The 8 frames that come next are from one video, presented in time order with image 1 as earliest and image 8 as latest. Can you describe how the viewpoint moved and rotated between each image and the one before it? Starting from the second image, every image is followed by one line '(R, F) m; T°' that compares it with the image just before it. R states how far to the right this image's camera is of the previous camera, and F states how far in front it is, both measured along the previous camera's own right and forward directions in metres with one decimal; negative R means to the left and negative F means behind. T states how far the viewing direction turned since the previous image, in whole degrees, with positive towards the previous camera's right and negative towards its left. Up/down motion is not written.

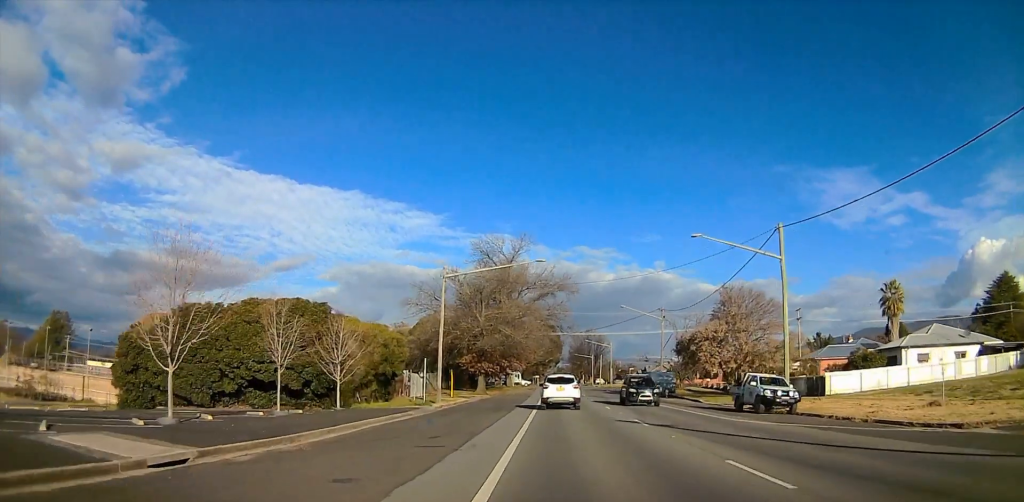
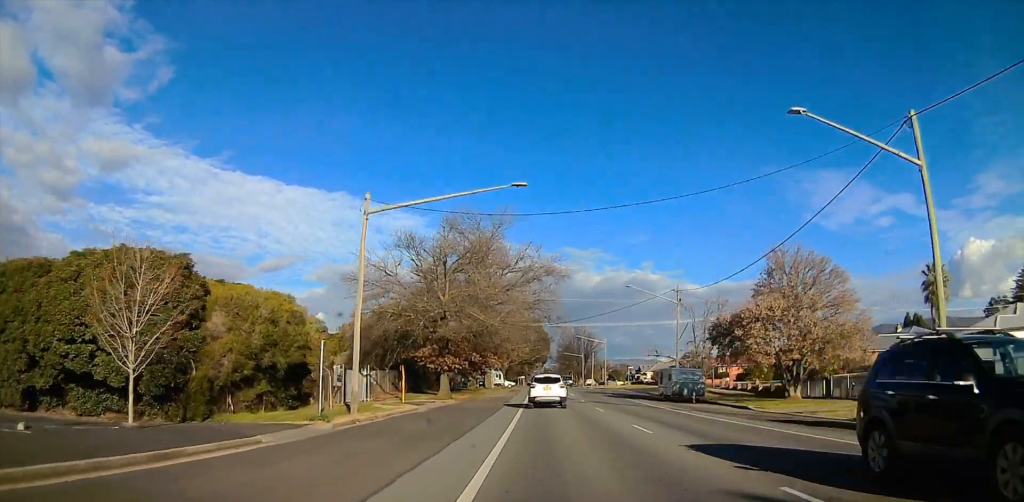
(-0.4, +14.6) m; +4°
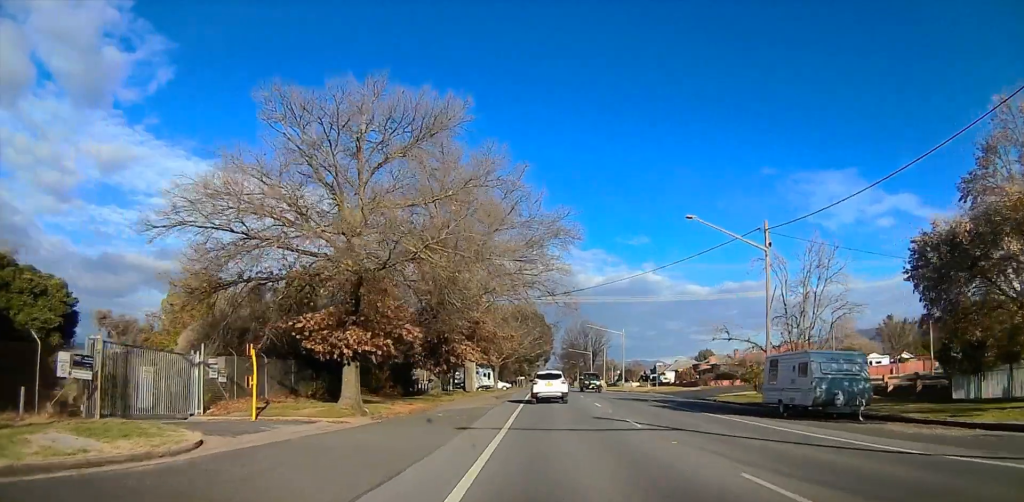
(+1.4, +22.9) m; 0°
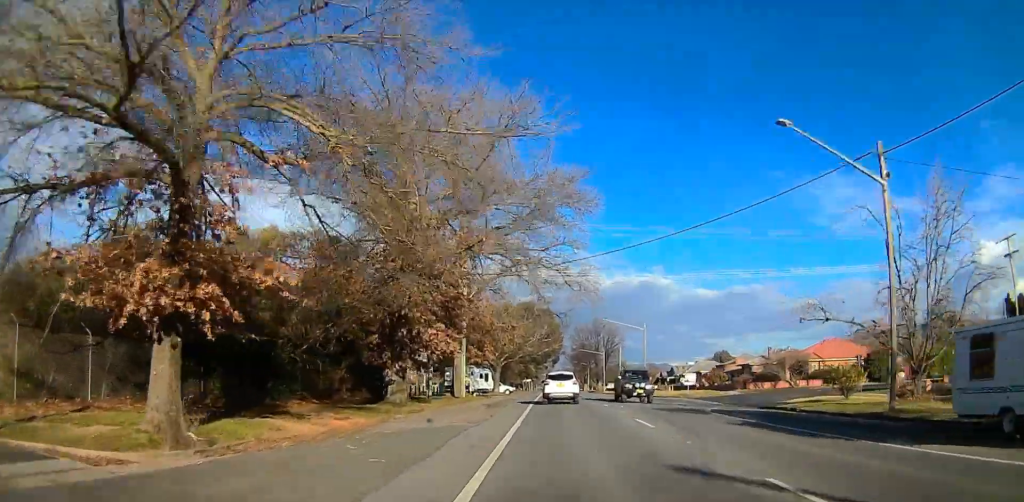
(-0.5, +12.1) m; -2°
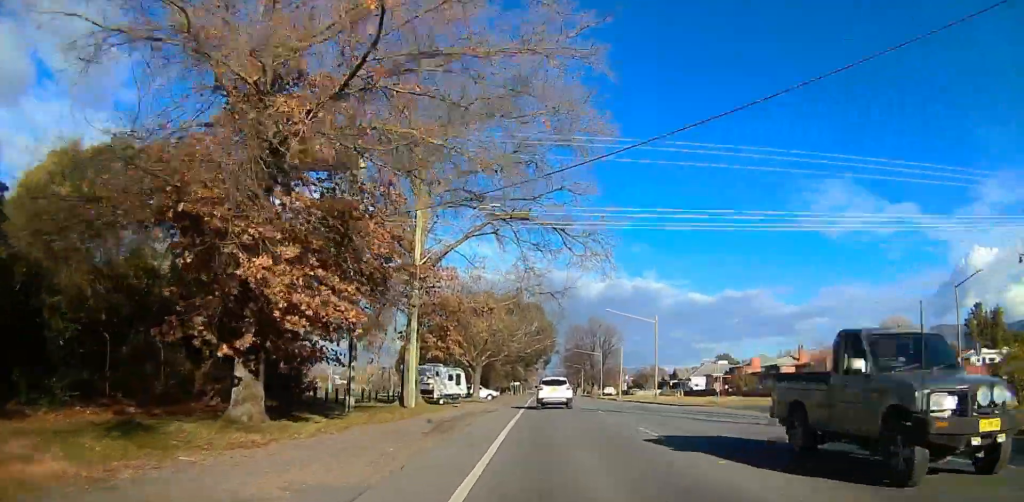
(0.0, +13.8) m; 0°
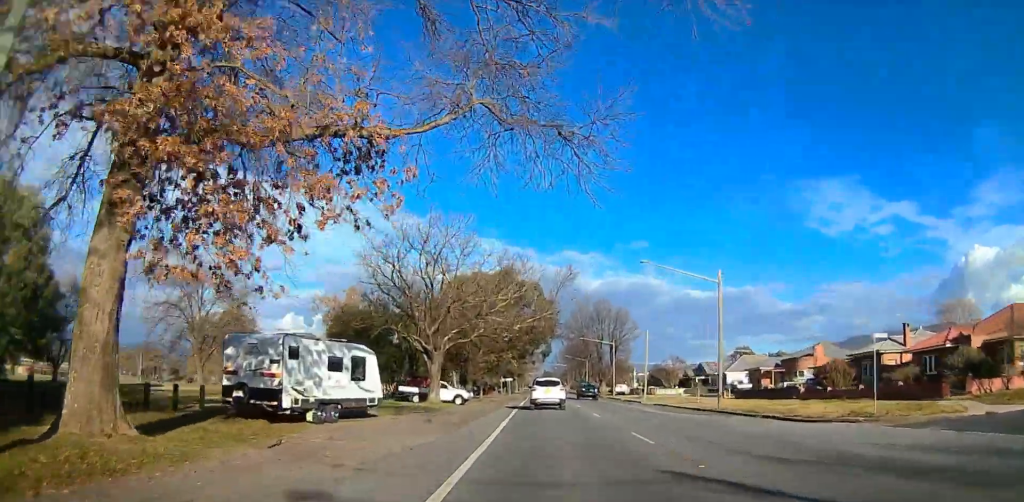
(0.0, +24.9) m; -1°
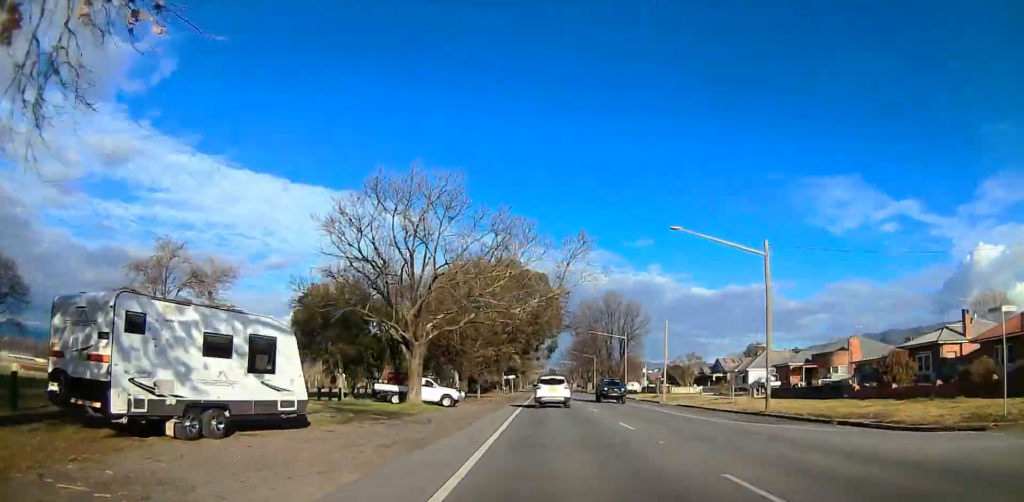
(-0.2, +8.3) m; +2°
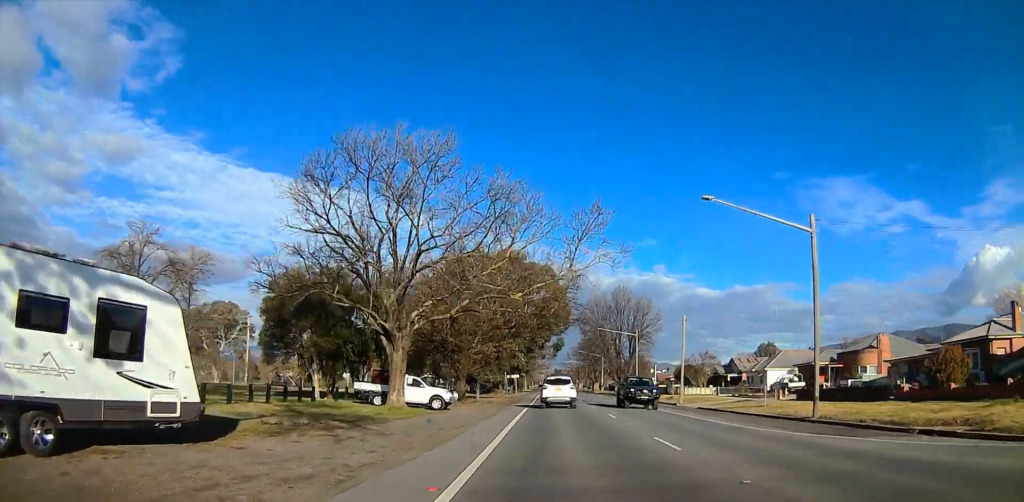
(-0.3, +5.5) m; +1°
